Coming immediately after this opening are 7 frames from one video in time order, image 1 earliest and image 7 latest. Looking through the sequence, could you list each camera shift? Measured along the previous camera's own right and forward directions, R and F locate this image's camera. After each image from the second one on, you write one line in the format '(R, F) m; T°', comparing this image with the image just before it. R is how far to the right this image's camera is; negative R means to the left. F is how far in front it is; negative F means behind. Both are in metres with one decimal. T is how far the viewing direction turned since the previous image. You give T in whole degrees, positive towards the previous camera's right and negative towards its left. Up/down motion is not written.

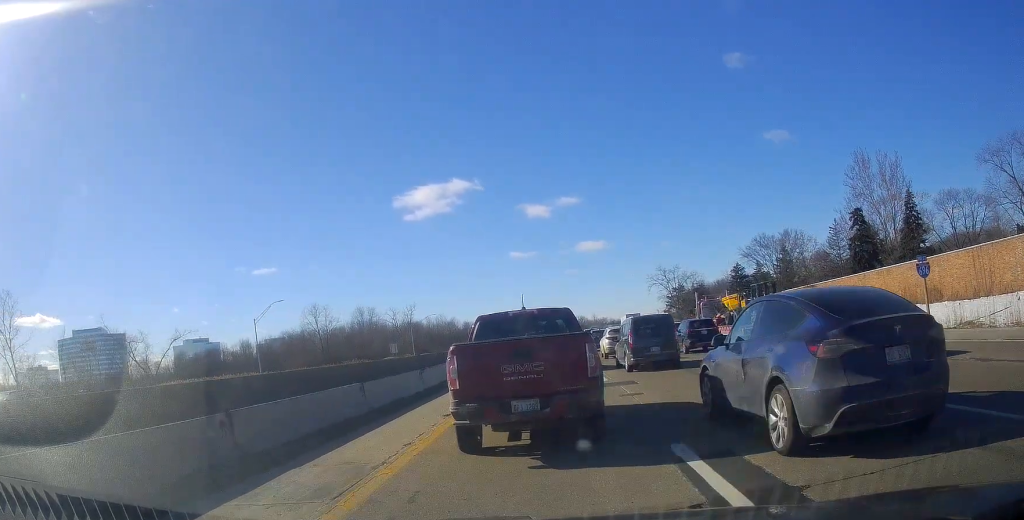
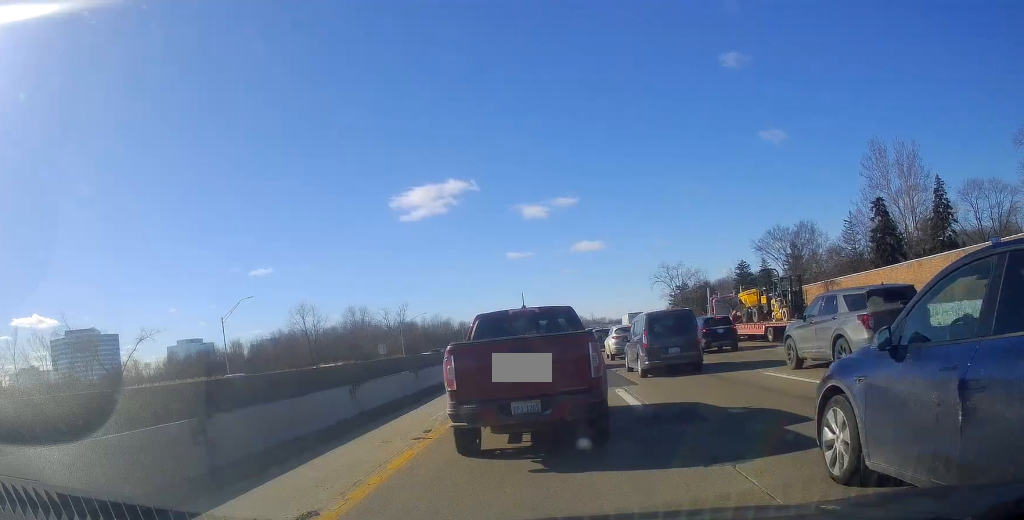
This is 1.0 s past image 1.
(+0.3, +7.4) m; -3°
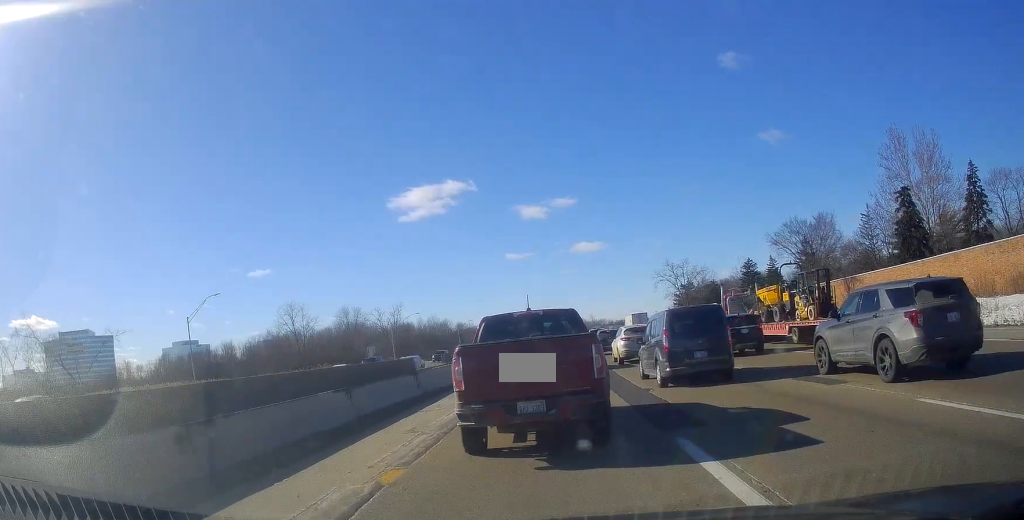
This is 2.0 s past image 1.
(-0.6, +7.3) m; -3°
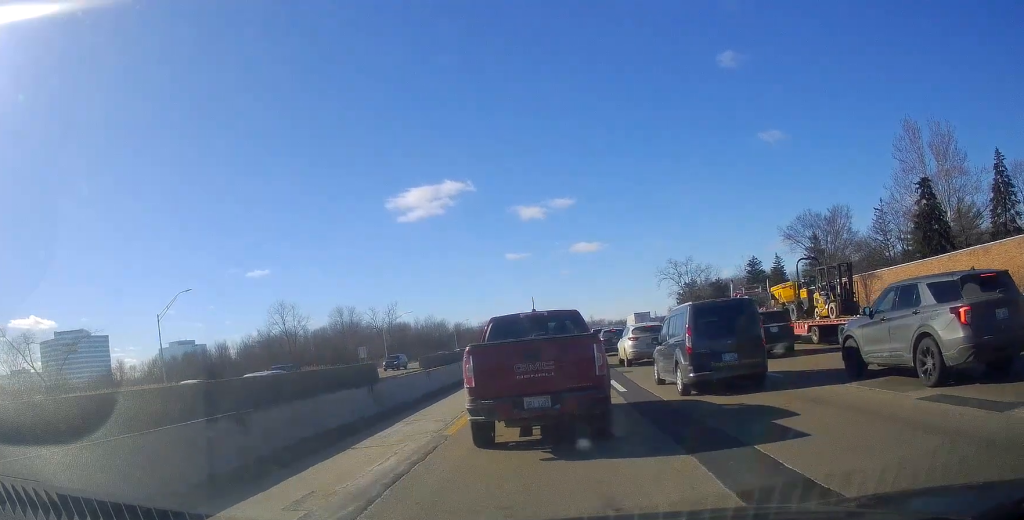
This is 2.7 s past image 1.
(0.0, +5.6) m; +3°
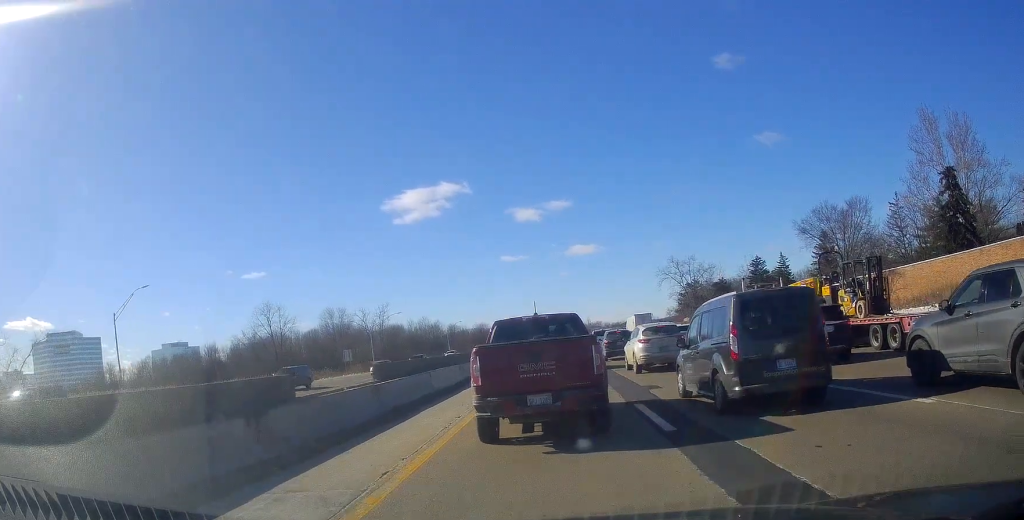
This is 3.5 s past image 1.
(+0.3, +6.6) m; +5°
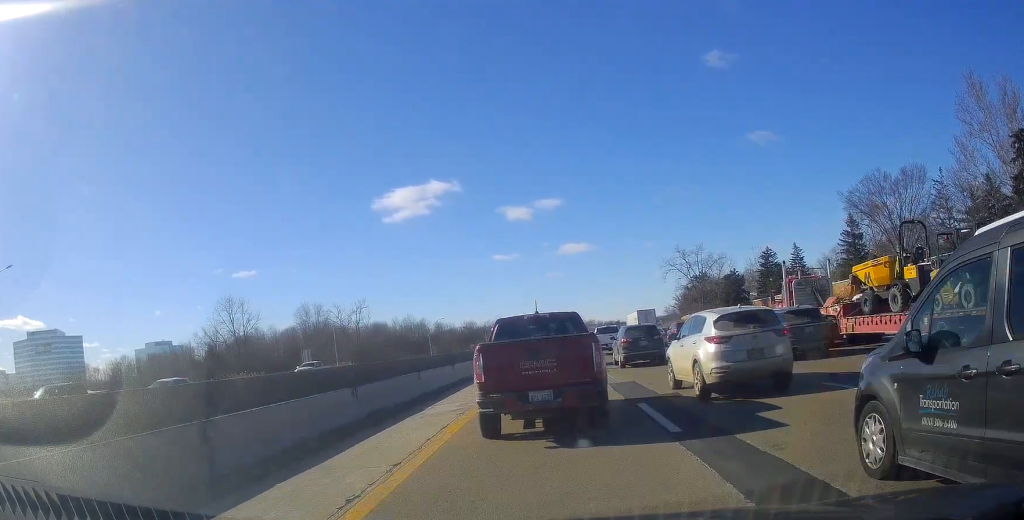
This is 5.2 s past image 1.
(-0.1, +14.8) m; -4°
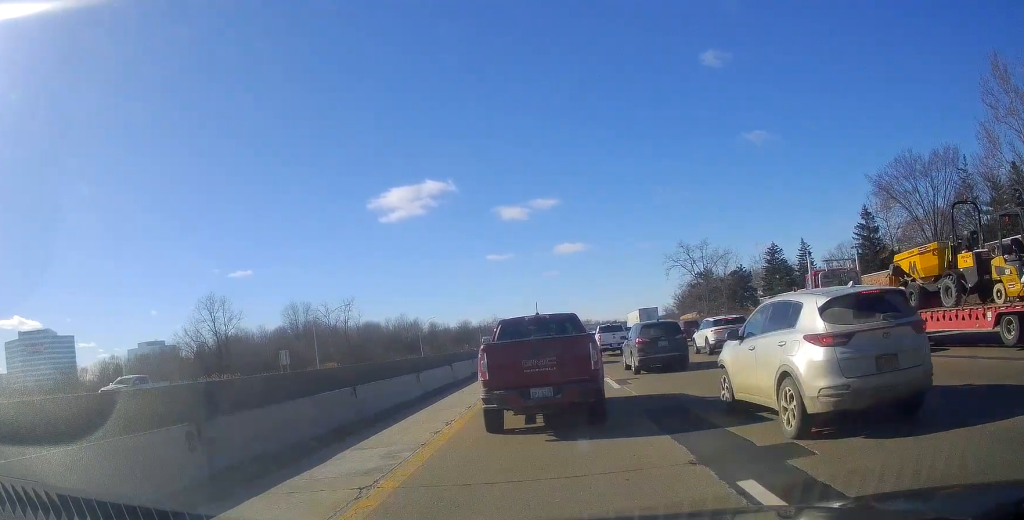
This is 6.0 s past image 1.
(-0.1, +6.9) m; -2°
